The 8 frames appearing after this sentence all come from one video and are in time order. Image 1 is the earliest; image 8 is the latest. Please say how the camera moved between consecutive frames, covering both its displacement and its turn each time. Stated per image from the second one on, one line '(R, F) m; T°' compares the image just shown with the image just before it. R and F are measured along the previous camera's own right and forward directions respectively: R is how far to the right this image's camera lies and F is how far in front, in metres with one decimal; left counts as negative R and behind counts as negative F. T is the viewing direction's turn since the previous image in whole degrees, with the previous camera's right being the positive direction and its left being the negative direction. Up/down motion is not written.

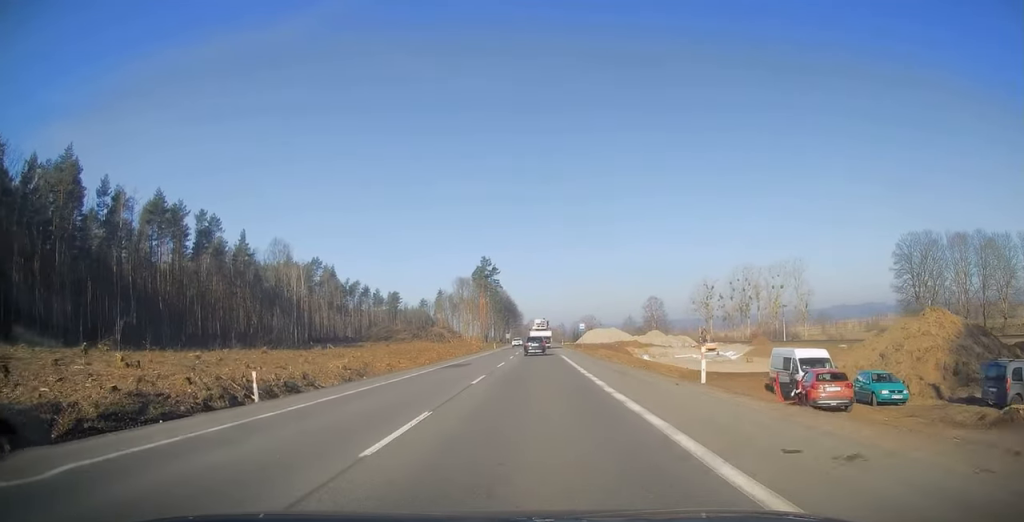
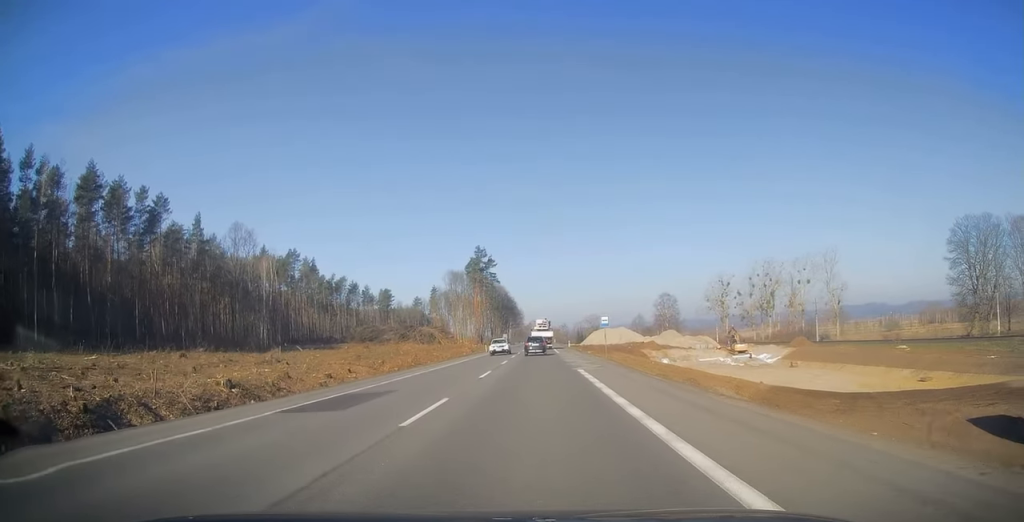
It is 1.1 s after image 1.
(-0.1, +20.9) m; 0°
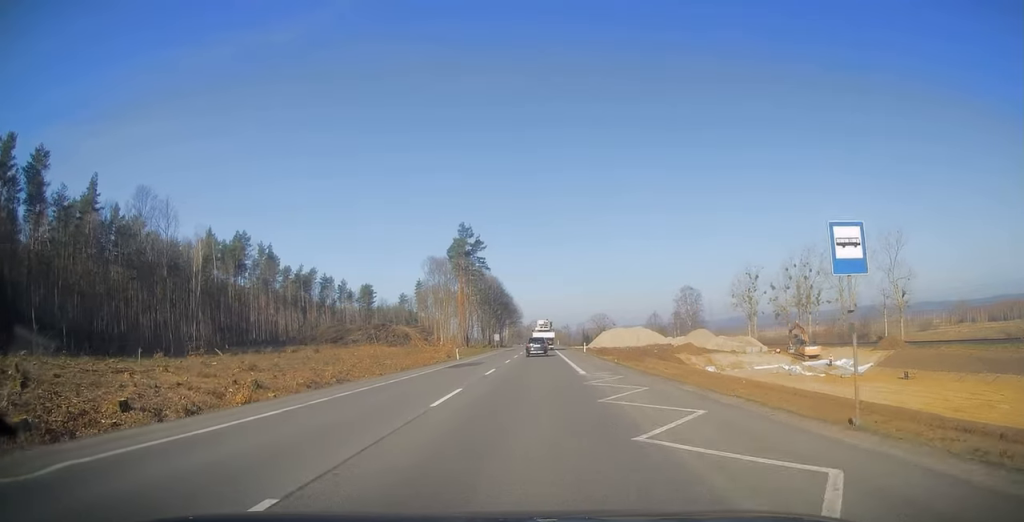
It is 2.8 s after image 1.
(+0.1, +33.5) m; 0°
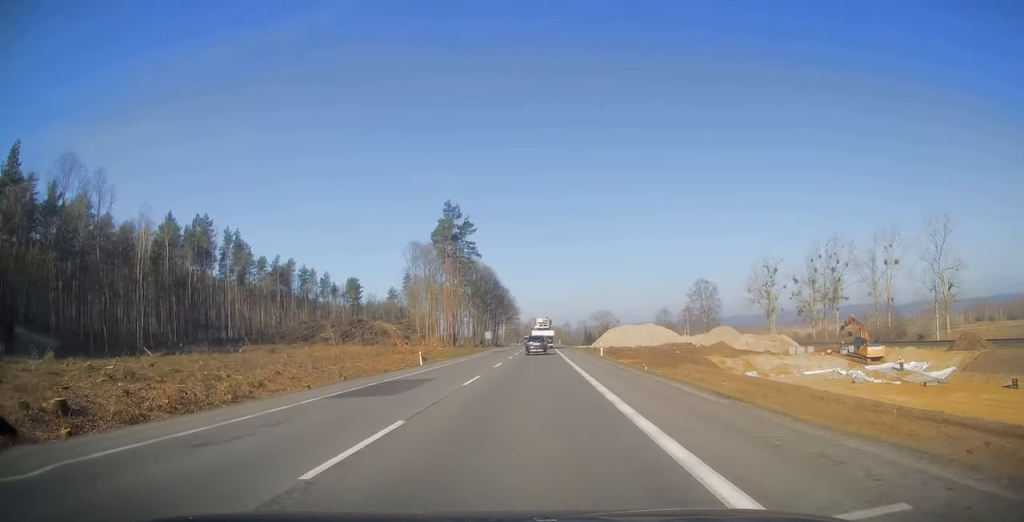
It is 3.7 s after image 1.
(-0.2, +18.8) m; -1°
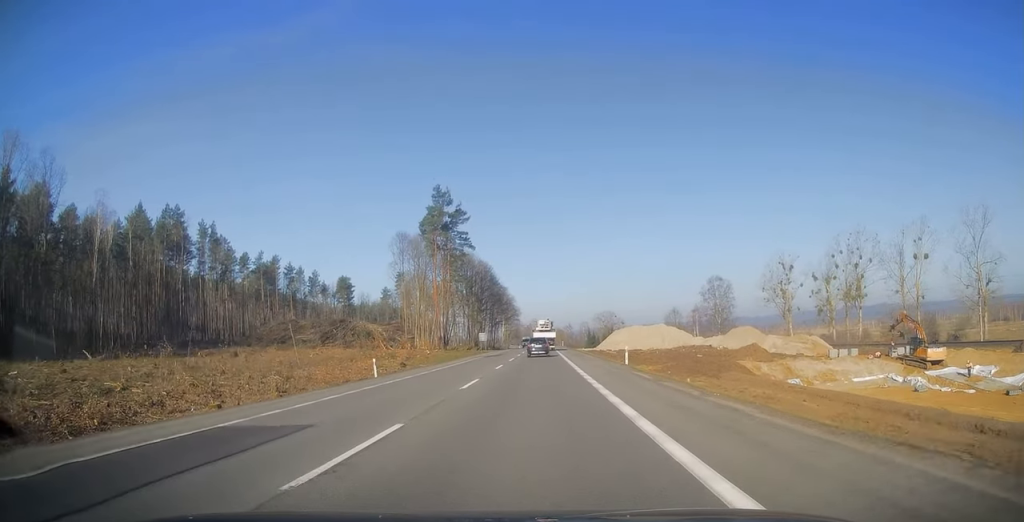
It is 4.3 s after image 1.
(-0.1, +12.6) m; +1°
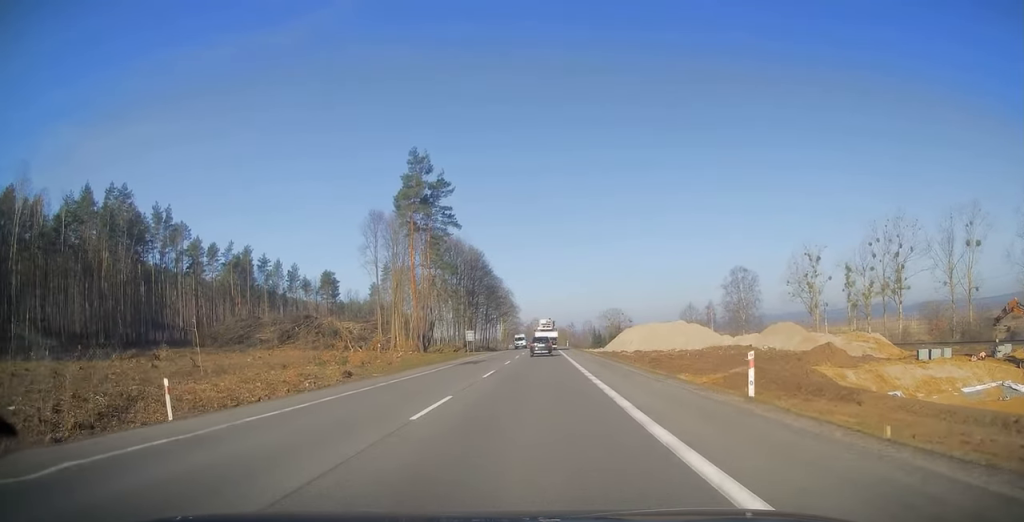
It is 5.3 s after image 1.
(+0.4, +18.9) m; 0°
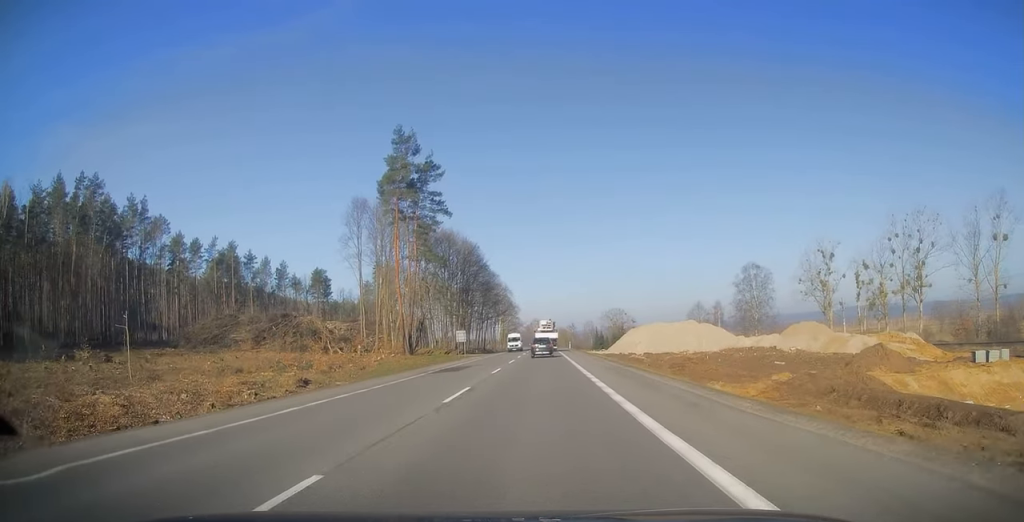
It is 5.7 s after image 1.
(0.0, +8.7) m; 0°
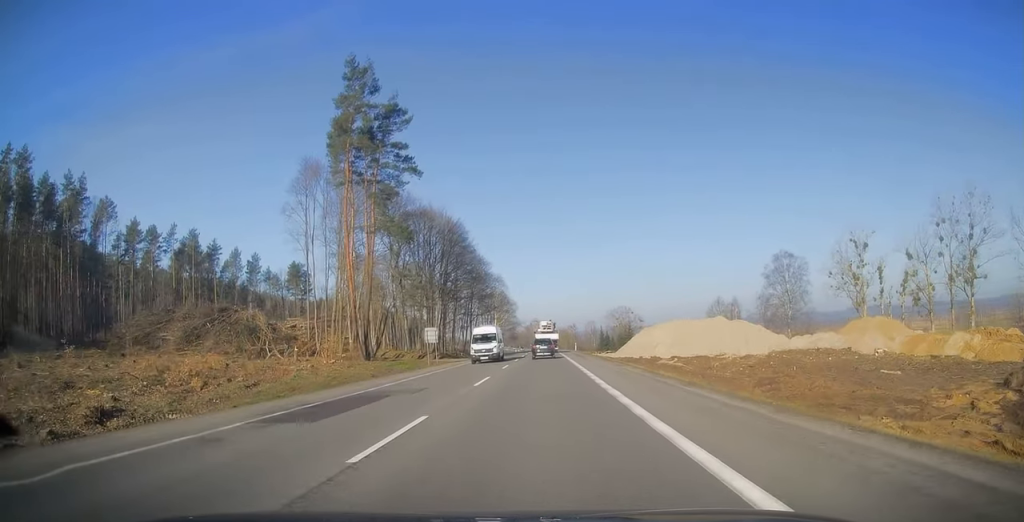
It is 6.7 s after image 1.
(-0.2, +18.7) m; 0°
